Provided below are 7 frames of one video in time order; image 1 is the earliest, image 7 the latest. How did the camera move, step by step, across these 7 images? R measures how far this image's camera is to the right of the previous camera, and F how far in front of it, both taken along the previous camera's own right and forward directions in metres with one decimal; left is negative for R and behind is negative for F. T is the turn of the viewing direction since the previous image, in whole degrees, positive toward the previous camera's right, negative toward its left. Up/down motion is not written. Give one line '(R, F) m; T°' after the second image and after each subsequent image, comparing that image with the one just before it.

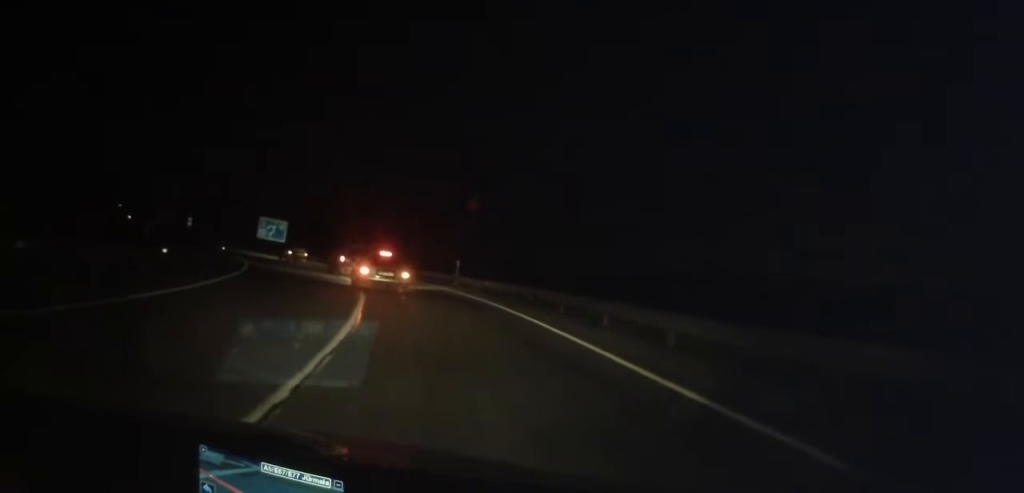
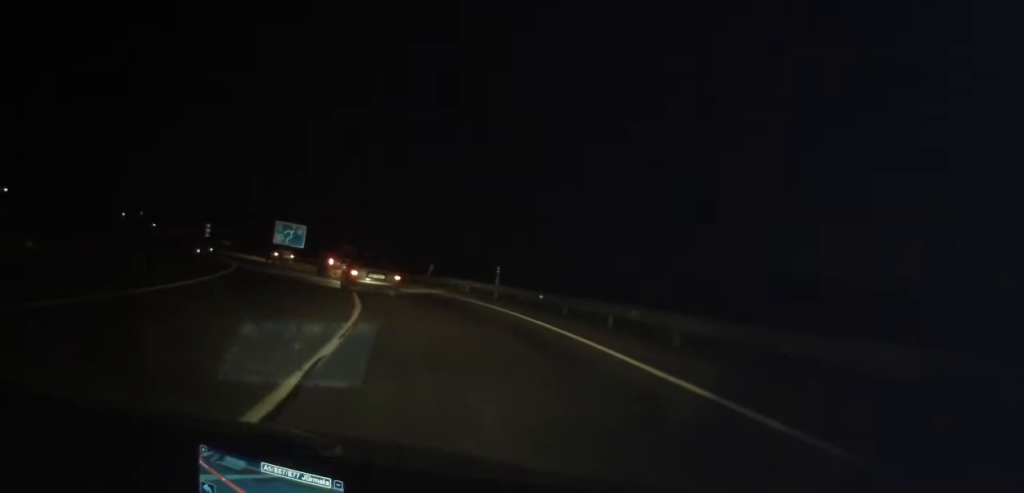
(-0.6, +7.7) m; -5°
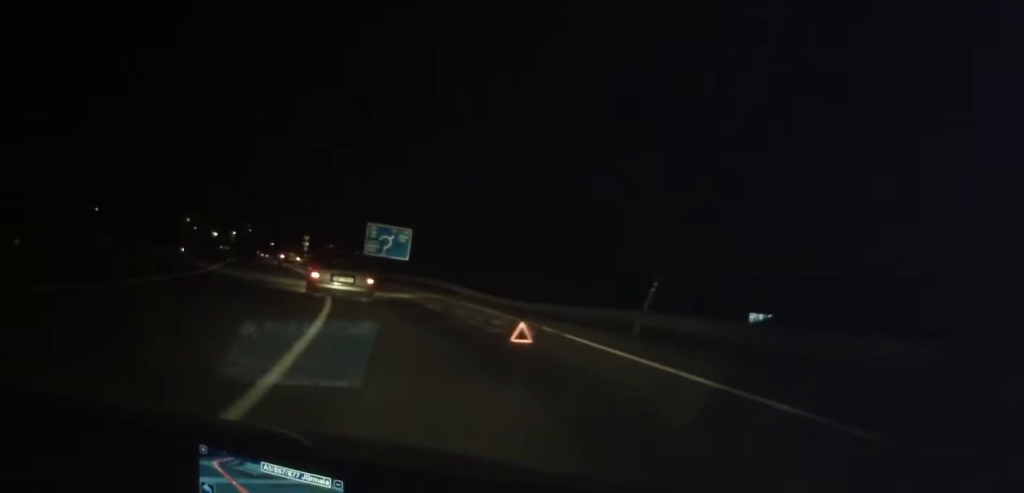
(-3.8, +25.6) m; -14°
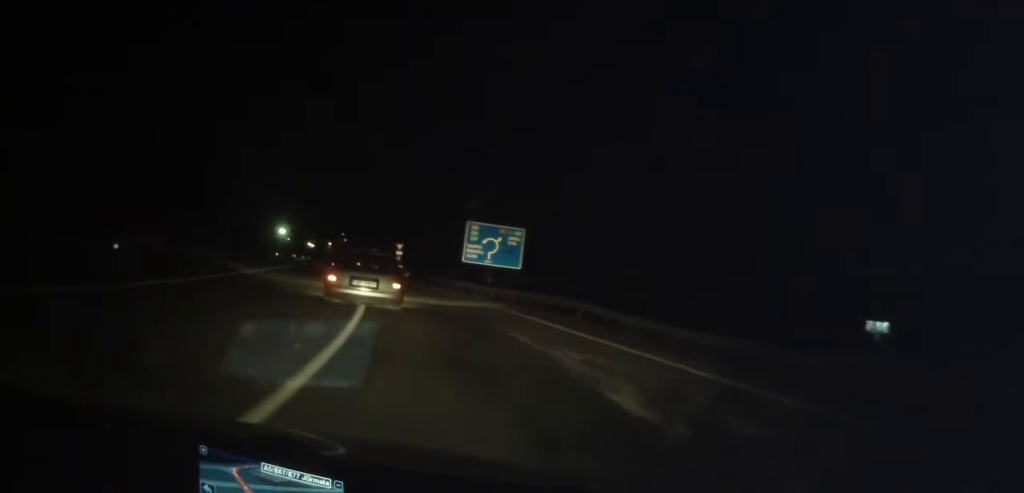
(-0.4, +14.4) m; -7°
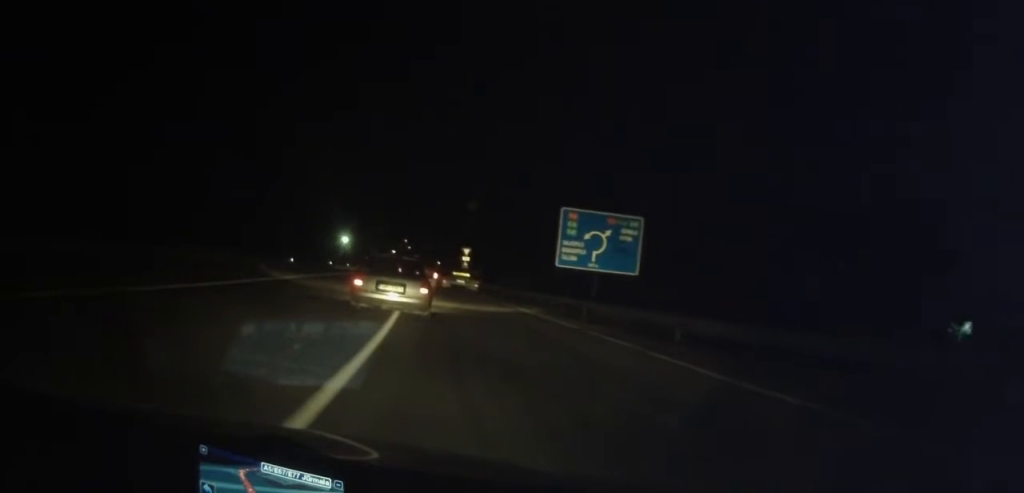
(-1.9, +15.3) m; -11°
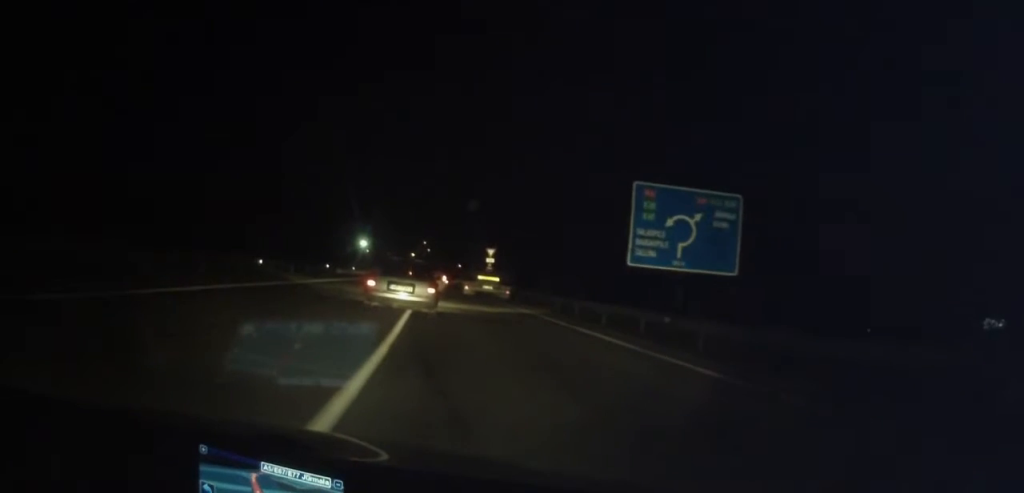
(0.0, +10.2) m; -2°
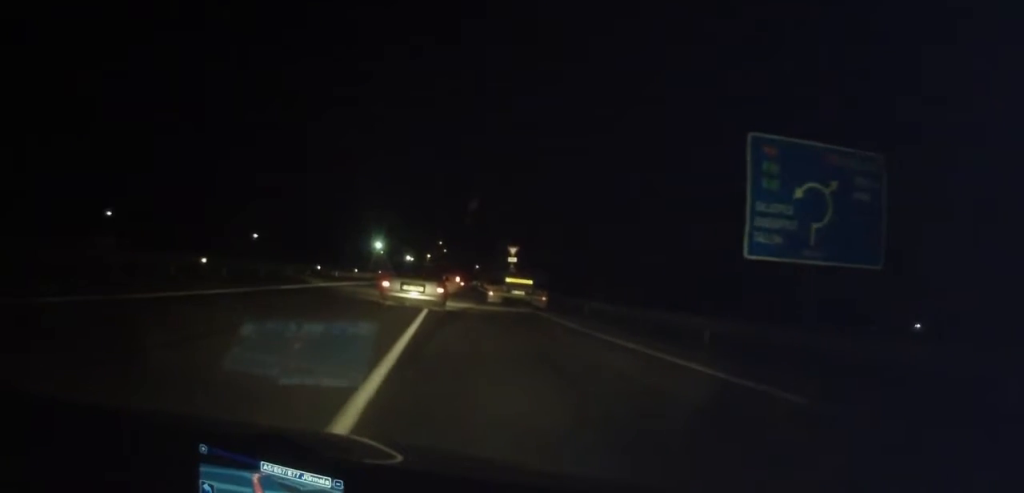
(-0.3, +8.1) m; -2°
